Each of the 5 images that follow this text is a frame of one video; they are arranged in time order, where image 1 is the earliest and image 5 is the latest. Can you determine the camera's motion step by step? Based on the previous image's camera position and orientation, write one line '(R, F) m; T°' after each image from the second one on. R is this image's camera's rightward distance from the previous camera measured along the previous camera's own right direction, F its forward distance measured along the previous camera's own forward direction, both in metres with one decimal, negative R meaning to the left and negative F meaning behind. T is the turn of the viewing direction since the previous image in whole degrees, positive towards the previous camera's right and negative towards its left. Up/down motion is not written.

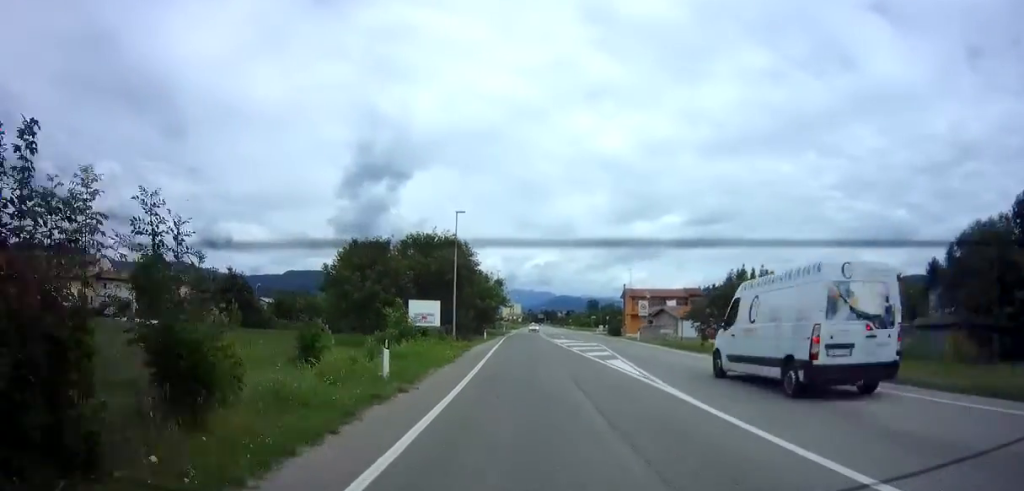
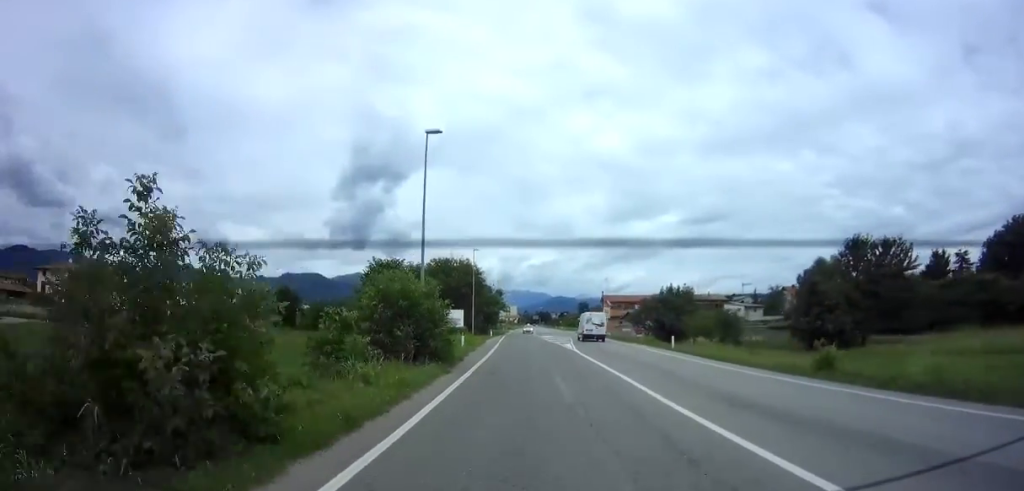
(0.0, +18.5) m; -1°
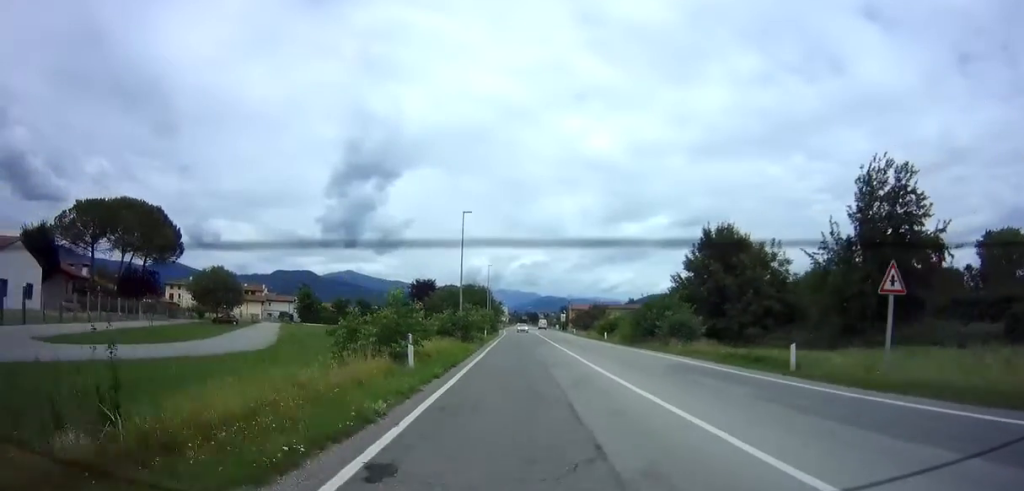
(+0.7, +51.9) m; +1°
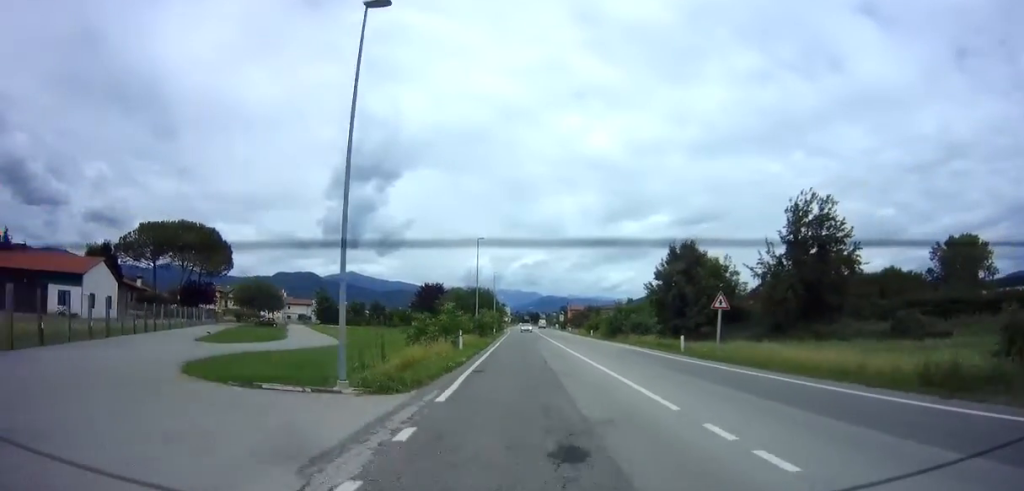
(0.0, +11.6) m; 0°
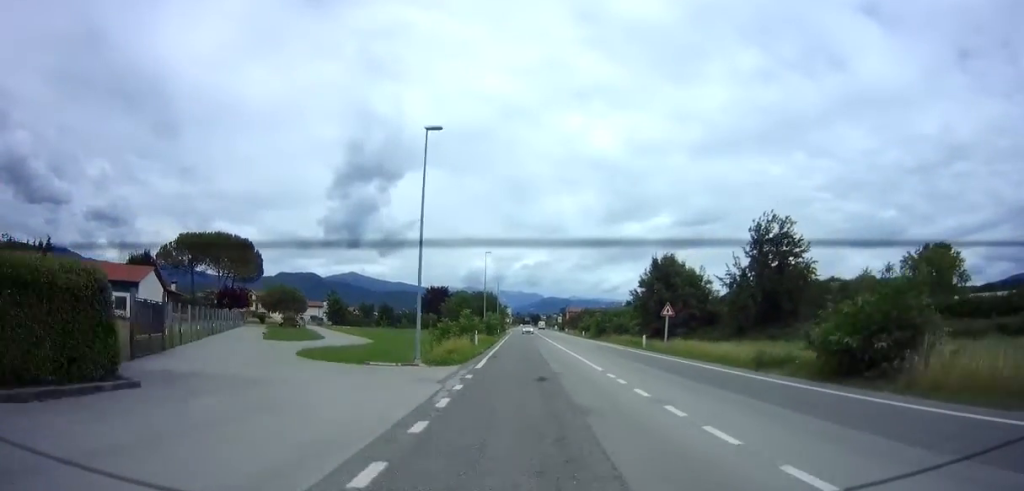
(0.0, +9.3) m; 0°
